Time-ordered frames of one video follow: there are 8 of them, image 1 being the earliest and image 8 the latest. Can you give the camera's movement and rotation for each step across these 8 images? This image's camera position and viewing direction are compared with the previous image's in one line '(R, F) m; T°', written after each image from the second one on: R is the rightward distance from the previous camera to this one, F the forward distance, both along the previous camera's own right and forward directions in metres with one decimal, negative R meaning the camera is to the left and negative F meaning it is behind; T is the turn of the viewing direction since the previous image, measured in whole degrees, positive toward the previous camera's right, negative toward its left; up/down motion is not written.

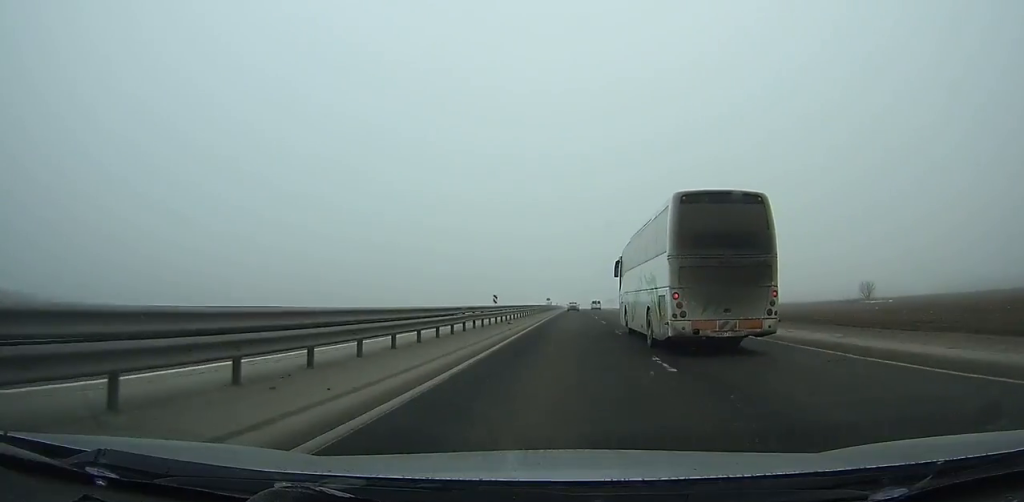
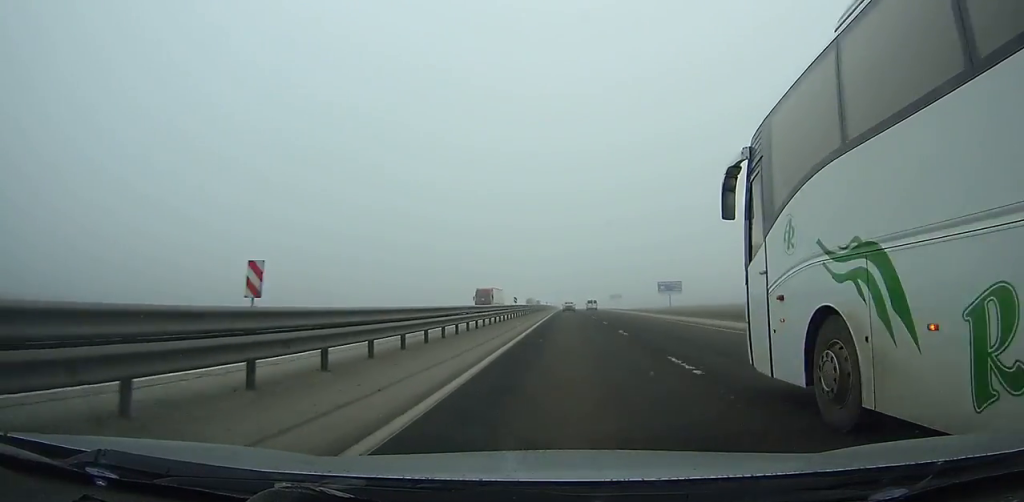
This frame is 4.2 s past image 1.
(0.0, +108.7) m; 0°
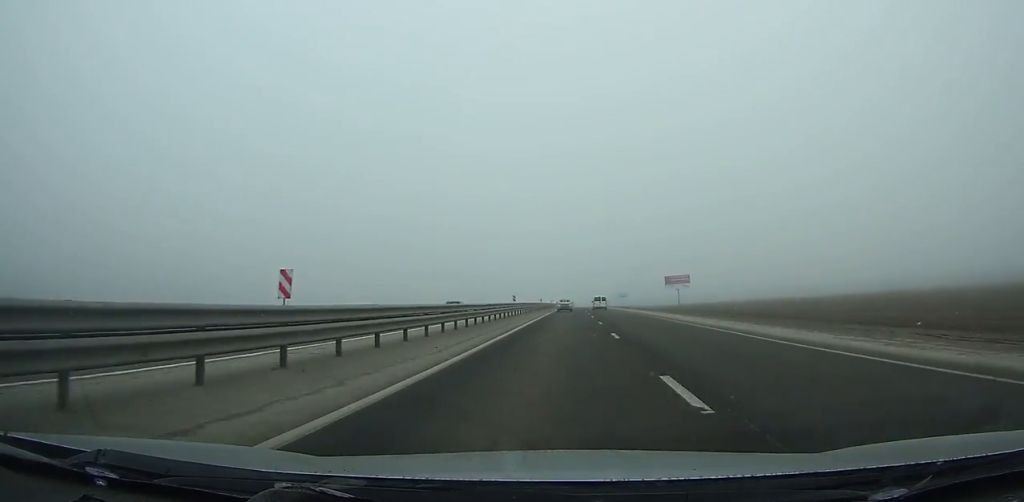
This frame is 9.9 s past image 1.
(-0.2, +156.9) m; 0°
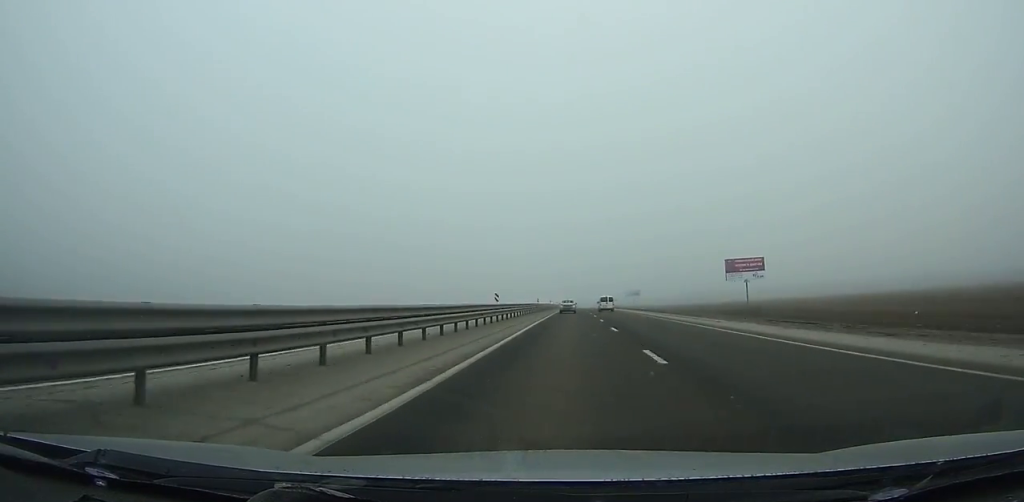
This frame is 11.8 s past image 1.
(0.0, +53.5) m; 0°
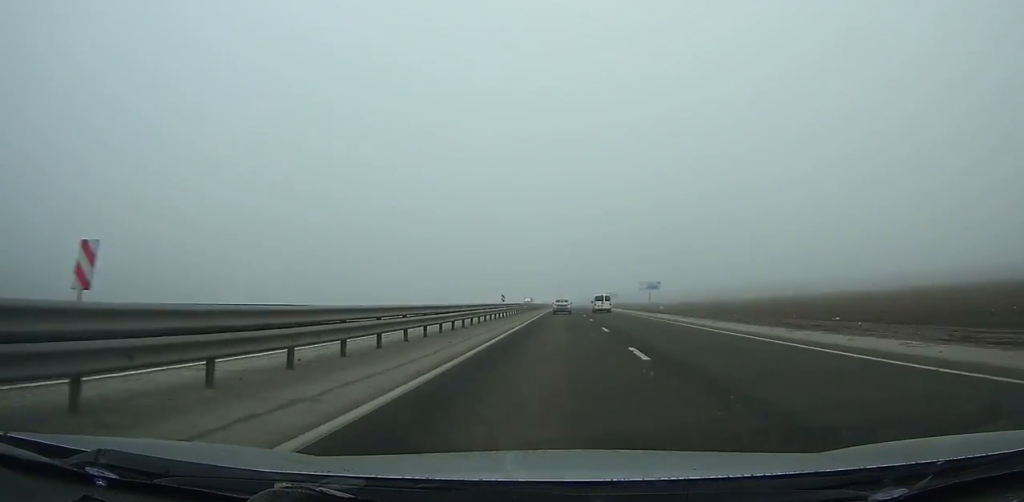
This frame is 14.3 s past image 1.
(+0.1, +70.8) m; 0°
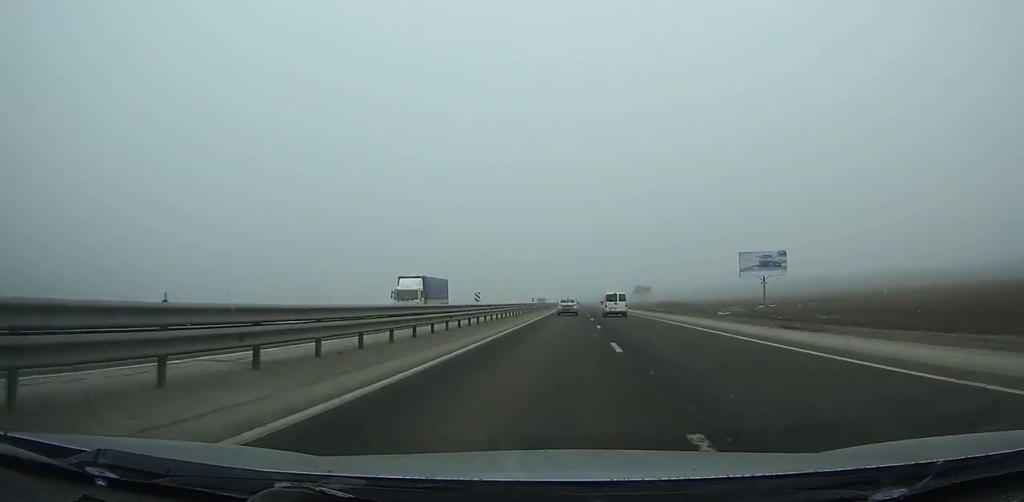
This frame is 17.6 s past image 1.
(-0.1, +94.5) m; 0°
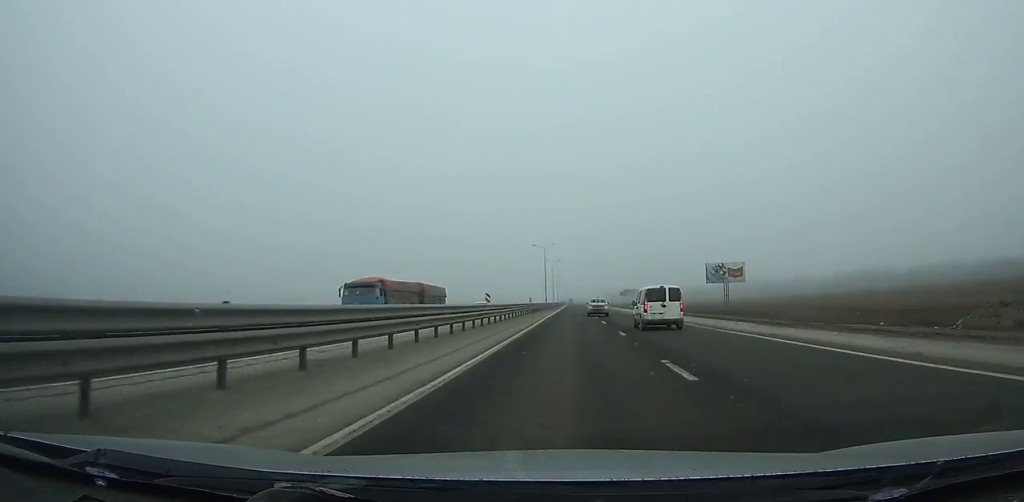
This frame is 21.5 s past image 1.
(0.0, +113.8) m; 0°
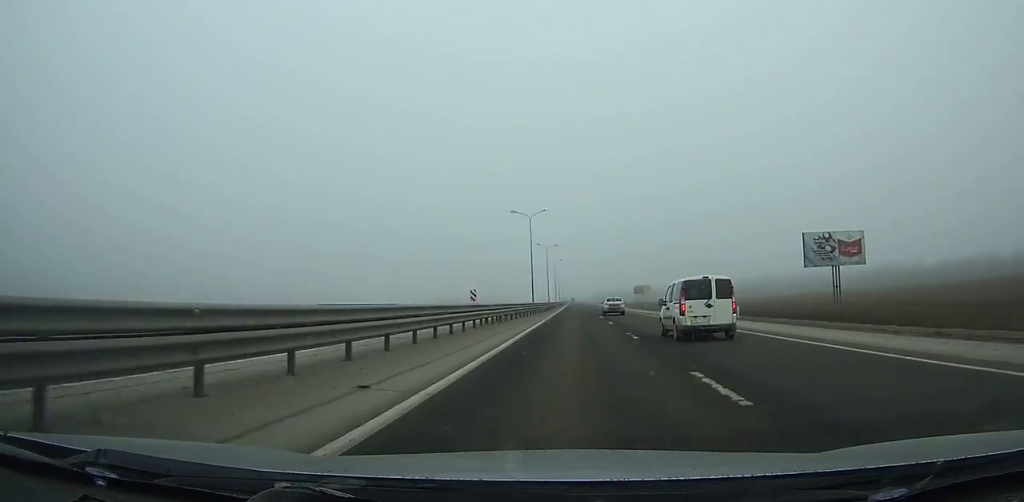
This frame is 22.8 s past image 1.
(0.0, +38.4) m; 0°
